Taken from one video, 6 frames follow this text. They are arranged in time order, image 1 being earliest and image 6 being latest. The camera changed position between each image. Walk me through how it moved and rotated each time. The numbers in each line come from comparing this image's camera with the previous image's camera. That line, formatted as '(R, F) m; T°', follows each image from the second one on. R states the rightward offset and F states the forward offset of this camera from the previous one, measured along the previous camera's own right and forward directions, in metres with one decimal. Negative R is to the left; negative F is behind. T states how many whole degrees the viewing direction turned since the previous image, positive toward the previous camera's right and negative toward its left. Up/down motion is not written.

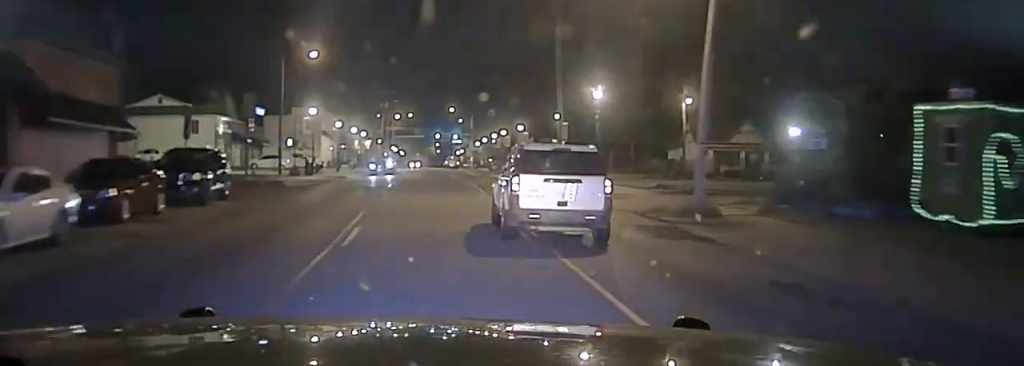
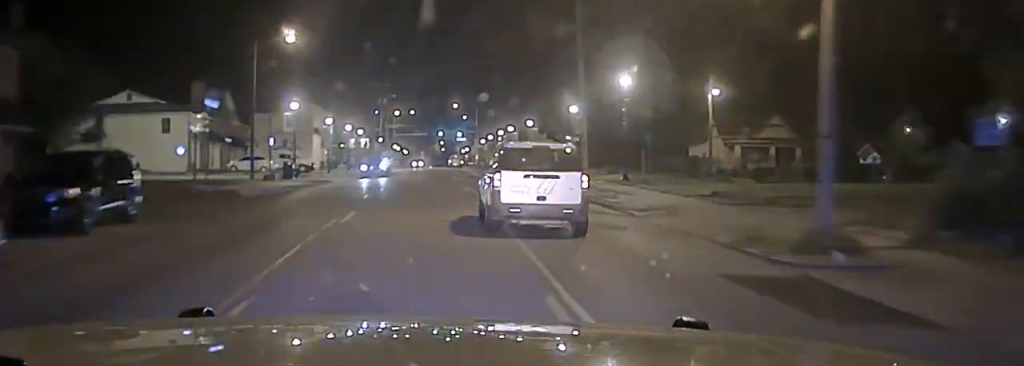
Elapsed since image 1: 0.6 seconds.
(+0.1, +8.6) m; -1°
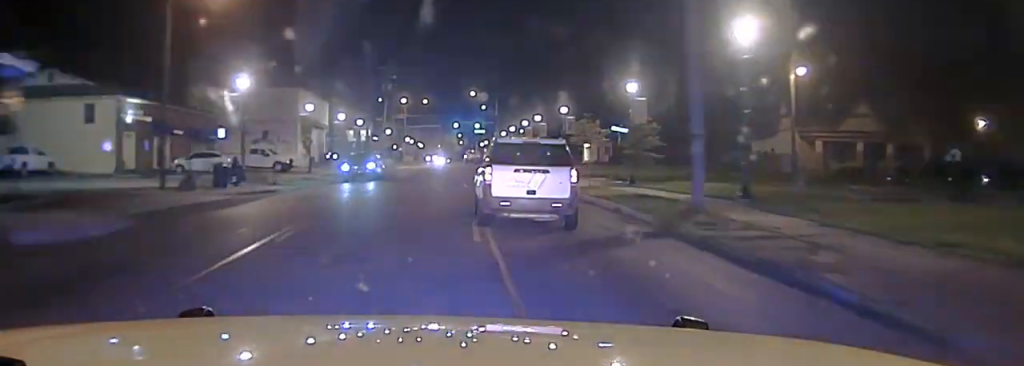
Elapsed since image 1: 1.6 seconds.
(-0.6, +16.9) m; -2°
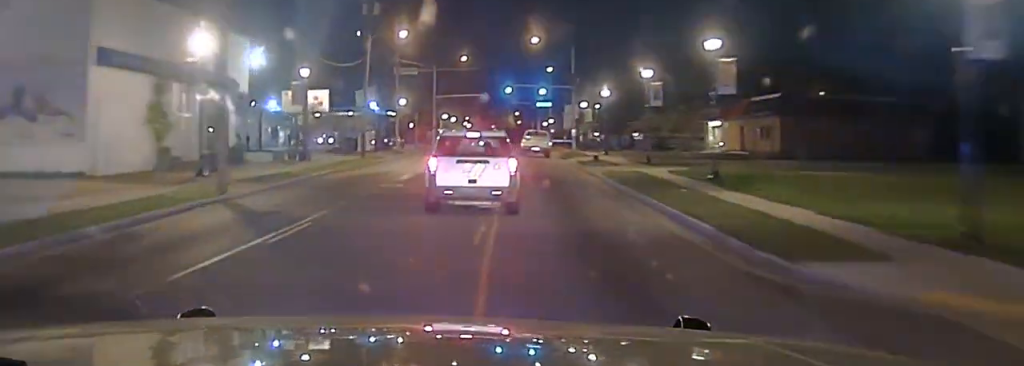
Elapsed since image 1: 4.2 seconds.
(-0.3, +51.8) m; -1°
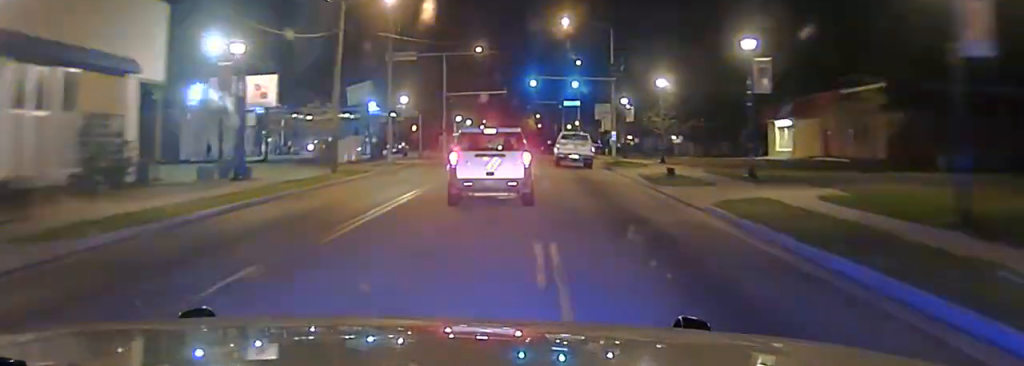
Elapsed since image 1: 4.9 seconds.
(-0.2, +16.4) m; -1°
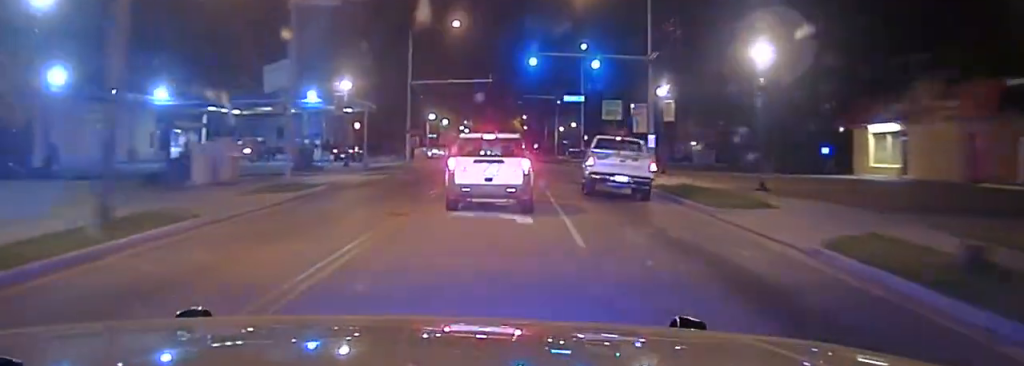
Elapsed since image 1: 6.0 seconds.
(-0.3, +21.9) m; +1°
